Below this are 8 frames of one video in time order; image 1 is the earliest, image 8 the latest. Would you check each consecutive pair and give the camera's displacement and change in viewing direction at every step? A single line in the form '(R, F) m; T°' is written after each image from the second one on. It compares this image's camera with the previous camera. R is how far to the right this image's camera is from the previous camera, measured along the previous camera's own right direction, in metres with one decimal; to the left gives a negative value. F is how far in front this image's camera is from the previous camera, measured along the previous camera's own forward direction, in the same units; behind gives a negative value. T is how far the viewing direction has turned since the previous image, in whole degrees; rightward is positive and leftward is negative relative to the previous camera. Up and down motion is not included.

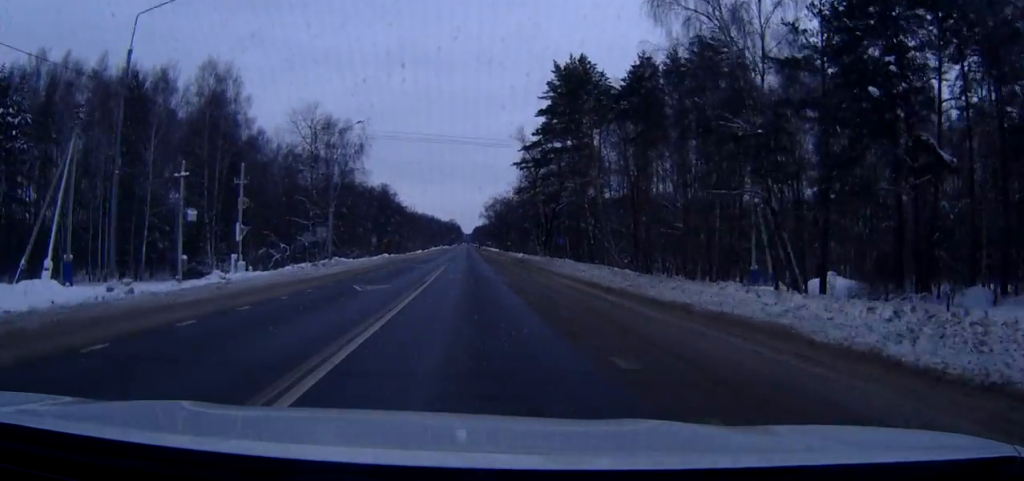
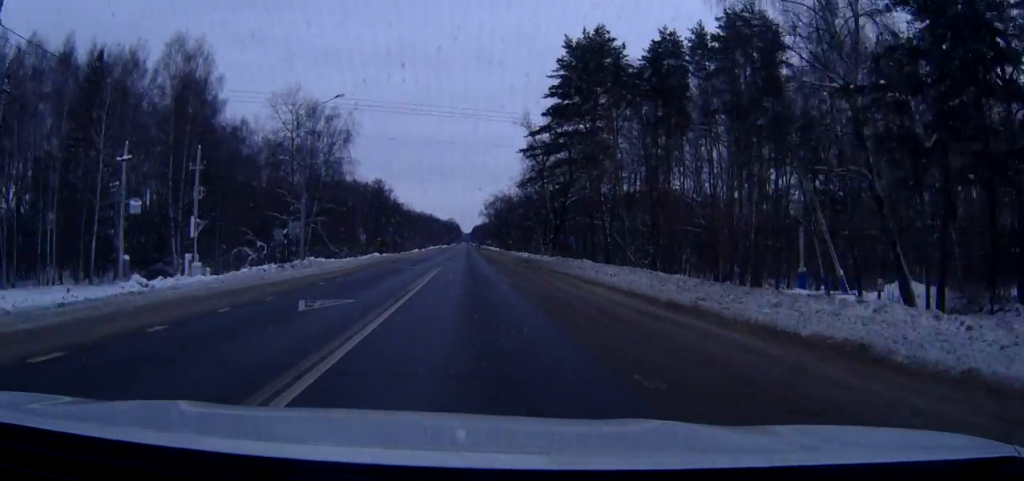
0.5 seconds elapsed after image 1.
(0.0, +9.4) m; 0°
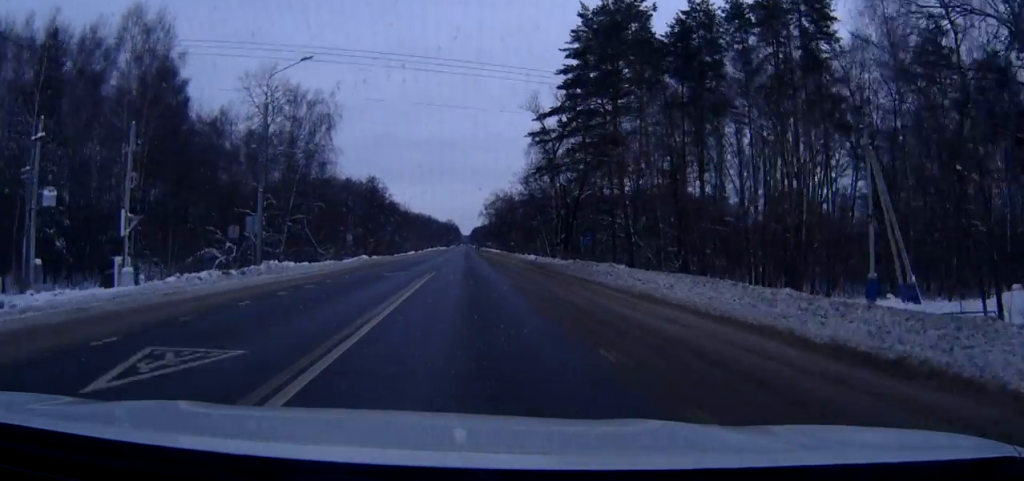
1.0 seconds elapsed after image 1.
(0.0, +10.0) m; 0°
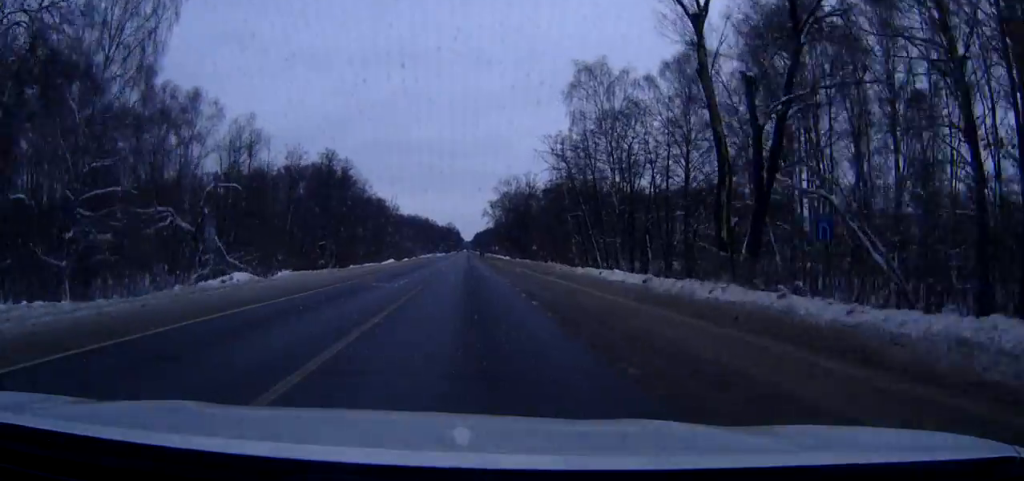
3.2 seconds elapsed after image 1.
(-0.1, +44.7) m; -1°
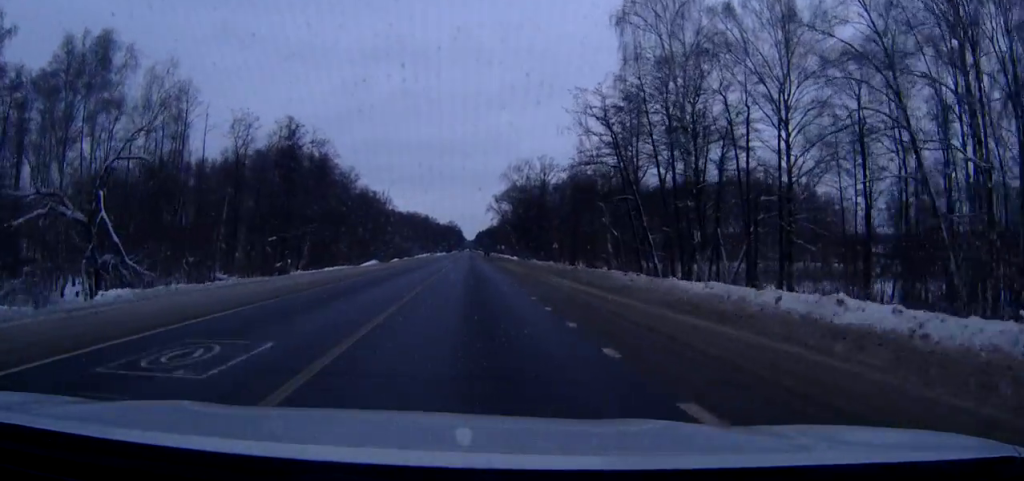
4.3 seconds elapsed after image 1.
(-0.1, +22.6) m; 0°
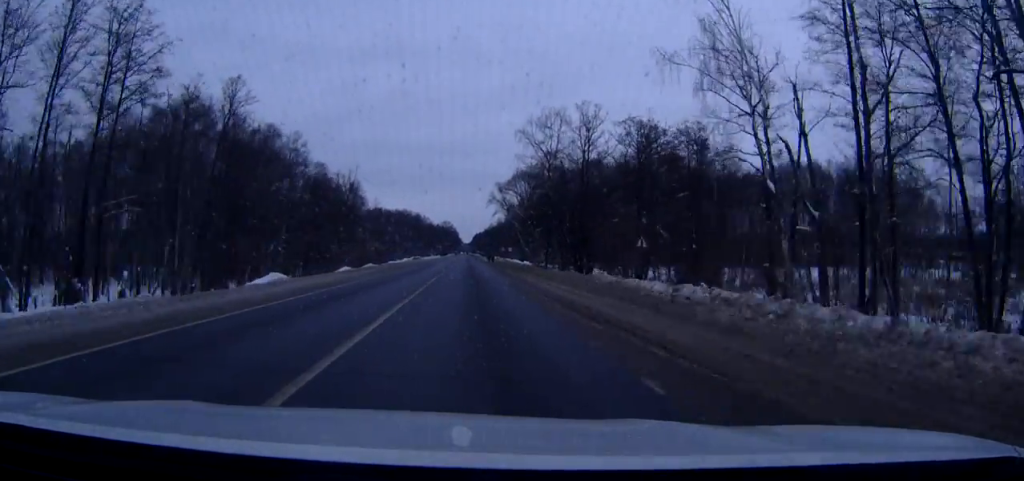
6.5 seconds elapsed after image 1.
(+0.1, +42.4) m; 0°
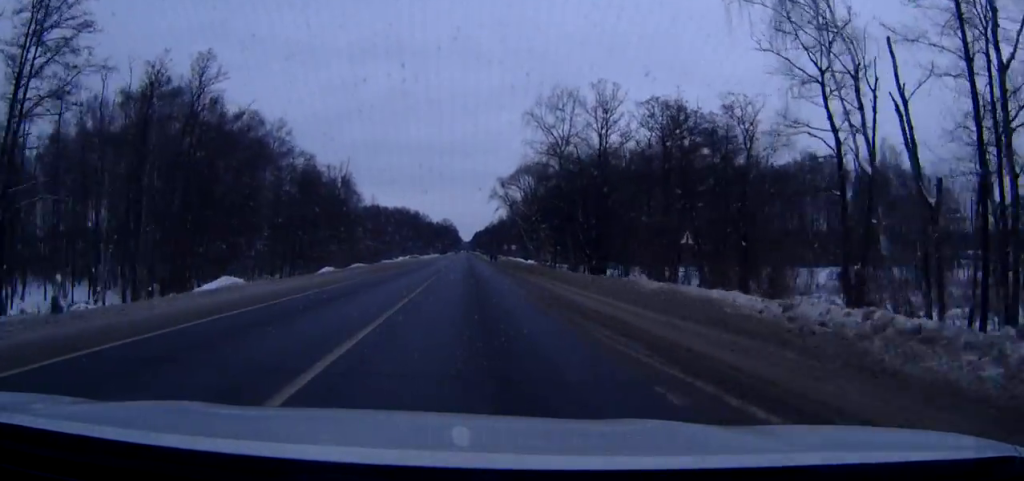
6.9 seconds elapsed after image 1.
(0.0, +8.6) m; 0°
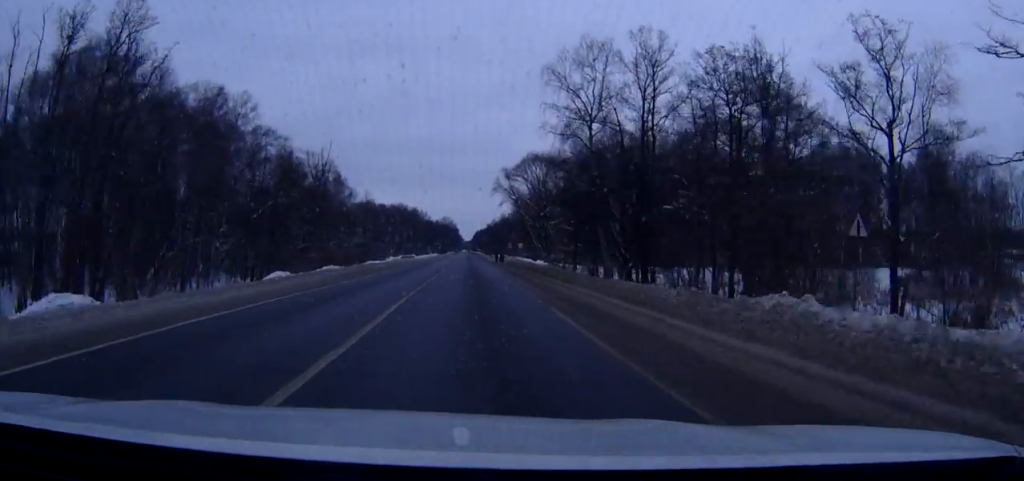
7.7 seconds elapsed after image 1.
(0.0, +15.1) m; 0°
